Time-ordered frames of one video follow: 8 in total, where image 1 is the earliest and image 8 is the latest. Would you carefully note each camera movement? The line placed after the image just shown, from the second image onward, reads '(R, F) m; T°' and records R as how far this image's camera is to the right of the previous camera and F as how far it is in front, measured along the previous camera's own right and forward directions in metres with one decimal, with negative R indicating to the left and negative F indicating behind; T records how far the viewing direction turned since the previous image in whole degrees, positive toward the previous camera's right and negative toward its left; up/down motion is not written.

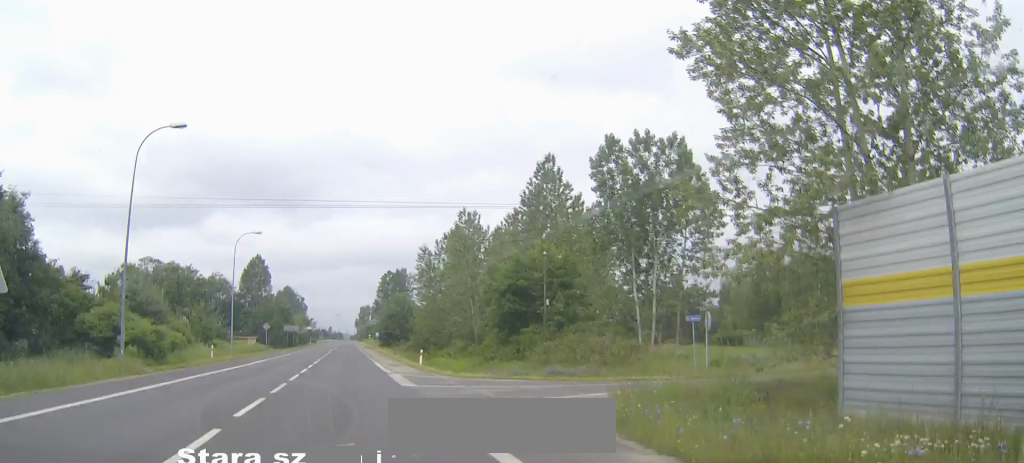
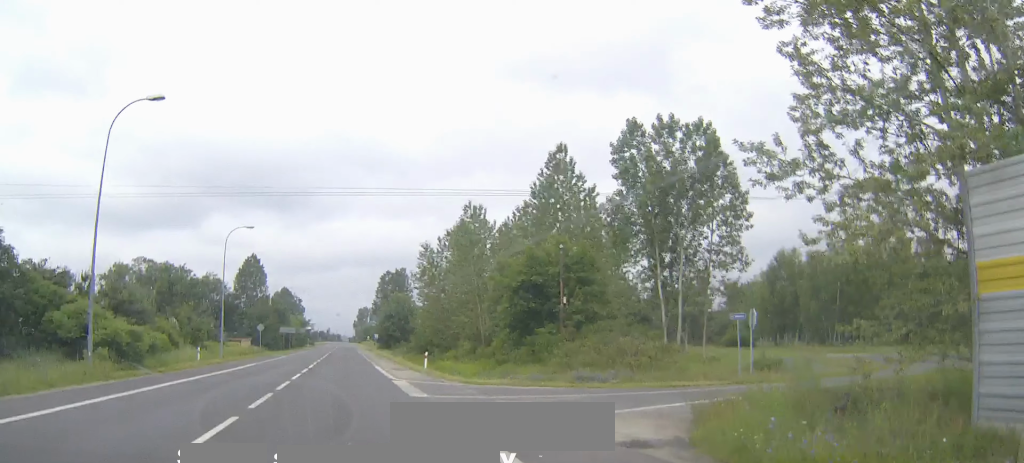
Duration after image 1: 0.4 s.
(-0.1, +4.1) m; 0°
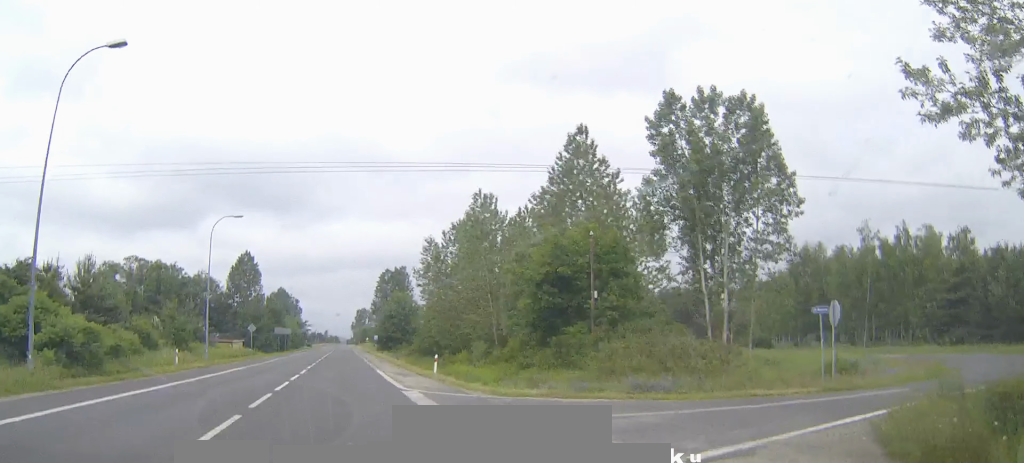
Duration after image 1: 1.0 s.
(0.0, +5.6) m; 0°
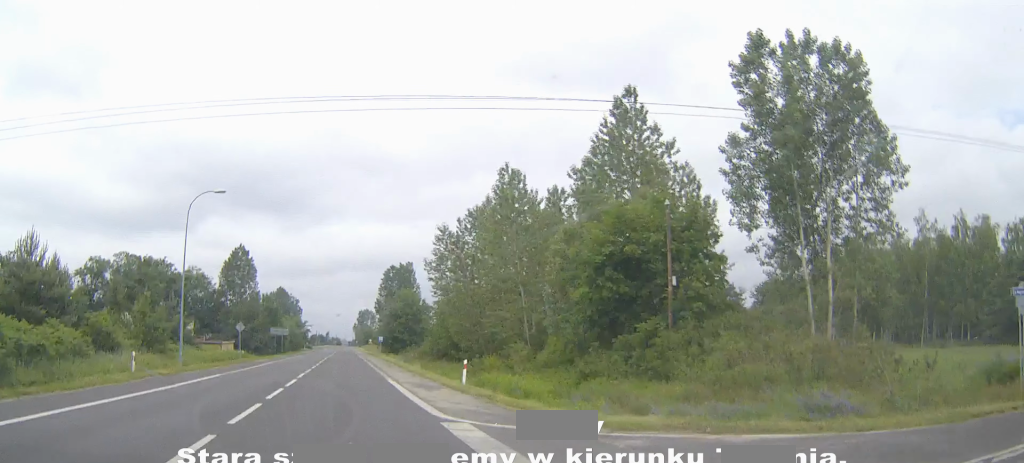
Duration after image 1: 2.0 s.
(+0.1, +8.6) m; 0°
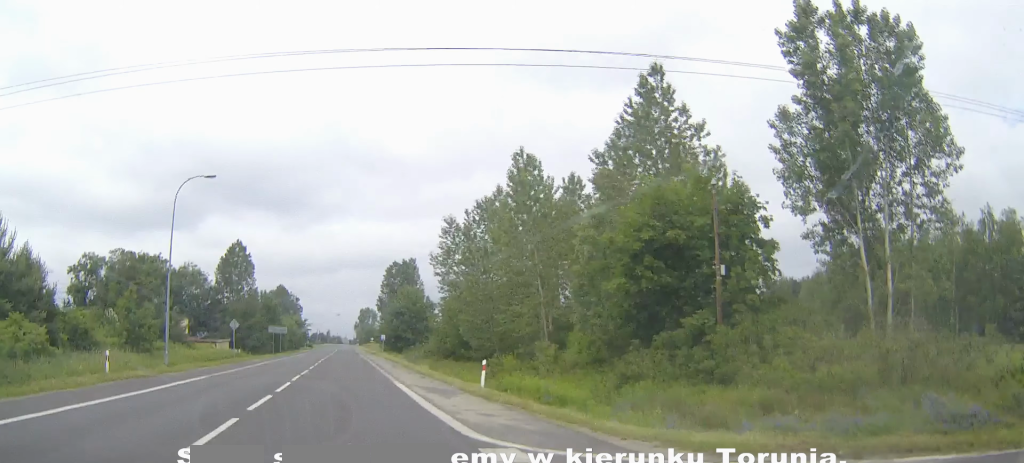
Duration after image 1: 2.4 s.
(-0.1, +3.8) m; 0°
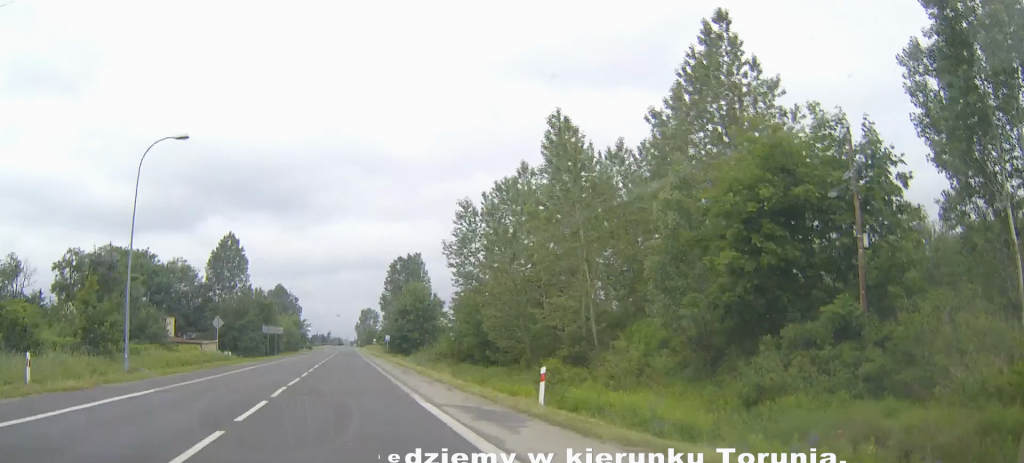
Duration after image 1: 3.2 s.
(0.0, +7.6) m; 0°
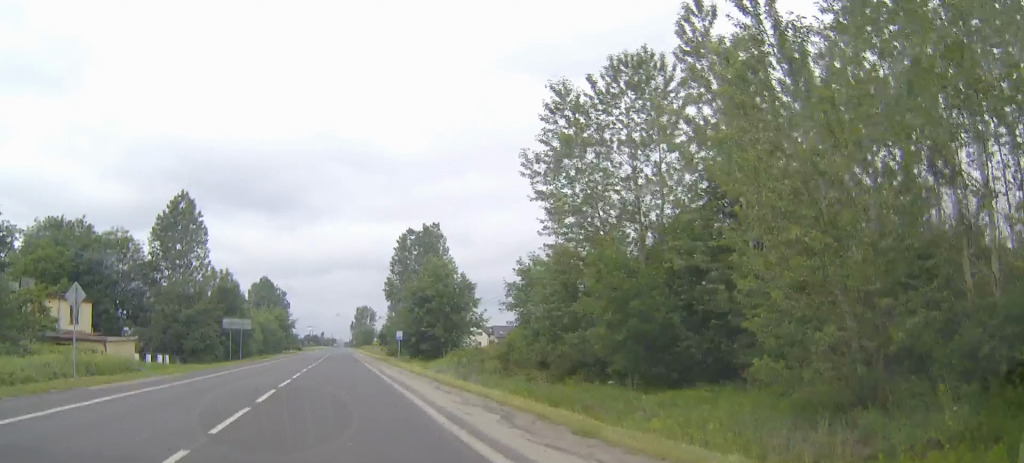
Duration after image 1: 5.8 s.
(+0.1, +25.7) m; 0°
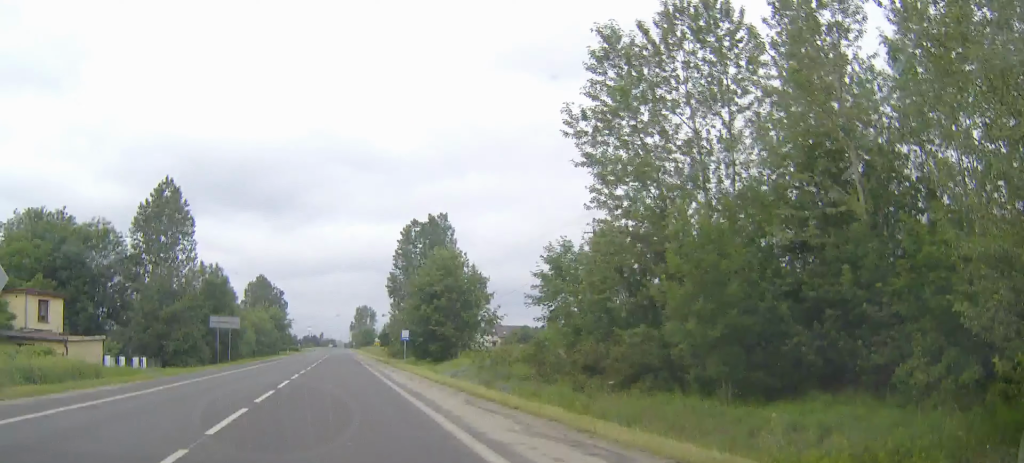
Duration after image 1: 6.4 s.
(0.0, +6.0) m; 0°
